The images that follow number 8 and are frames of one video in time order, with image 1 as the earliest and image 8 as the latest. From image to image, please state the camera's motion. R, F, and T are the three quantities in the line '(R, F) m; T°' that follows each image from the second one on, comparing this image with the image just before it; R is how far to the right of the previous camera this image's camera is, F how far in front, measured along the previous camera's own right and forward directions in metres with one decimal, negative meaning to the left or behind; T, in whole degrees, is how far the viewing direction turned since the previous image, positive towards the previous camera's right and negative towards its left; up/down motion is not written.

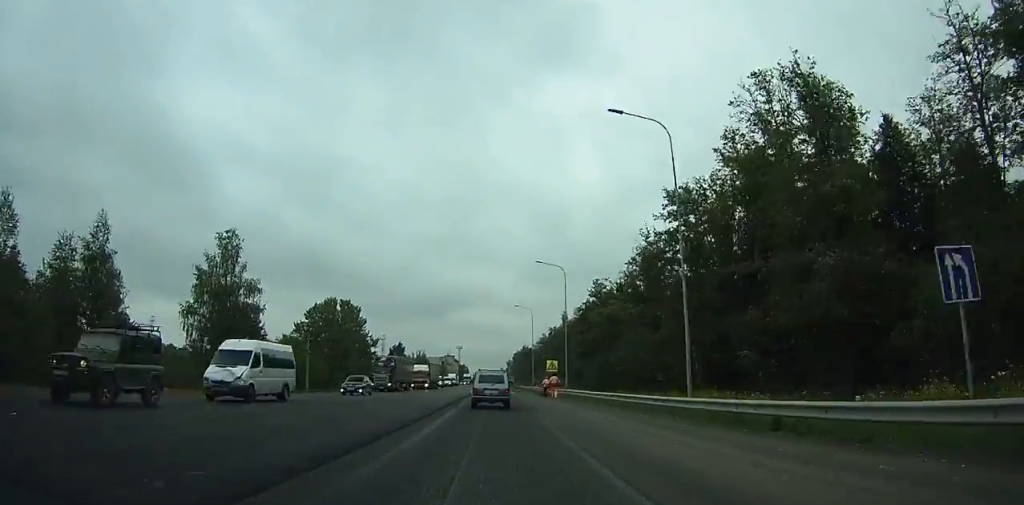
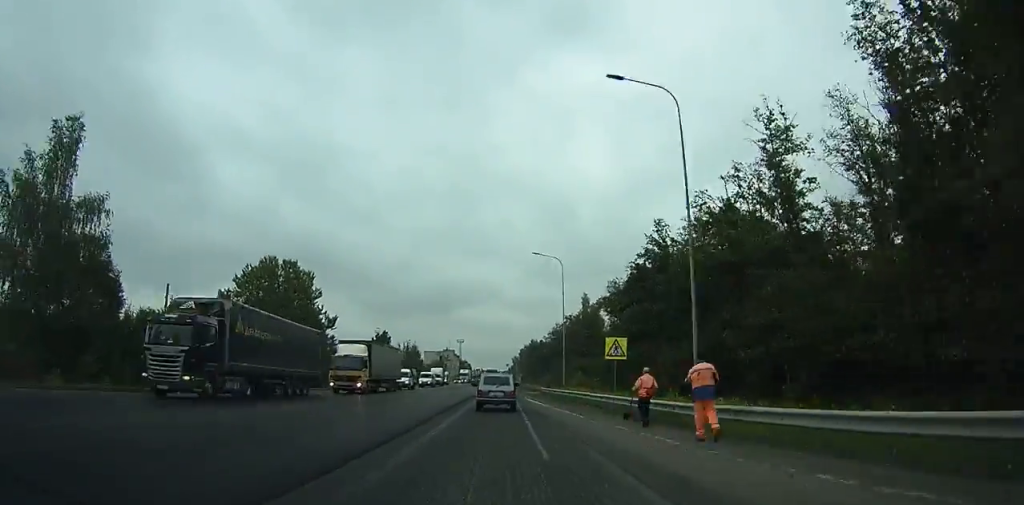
(-0.2, +32.9) m; 0°
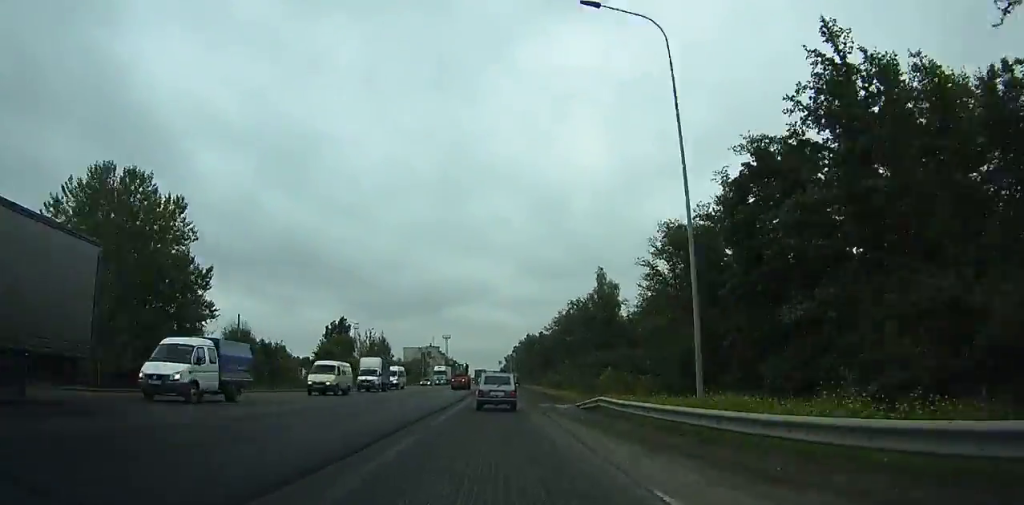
(-0.1, +35.3) m; 0°
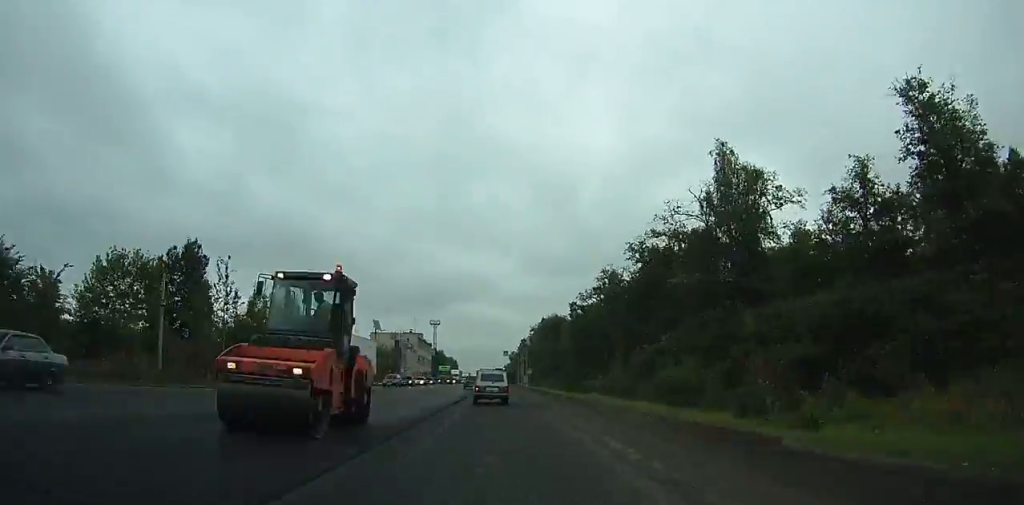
(+0.3, +63.3) m; 0°
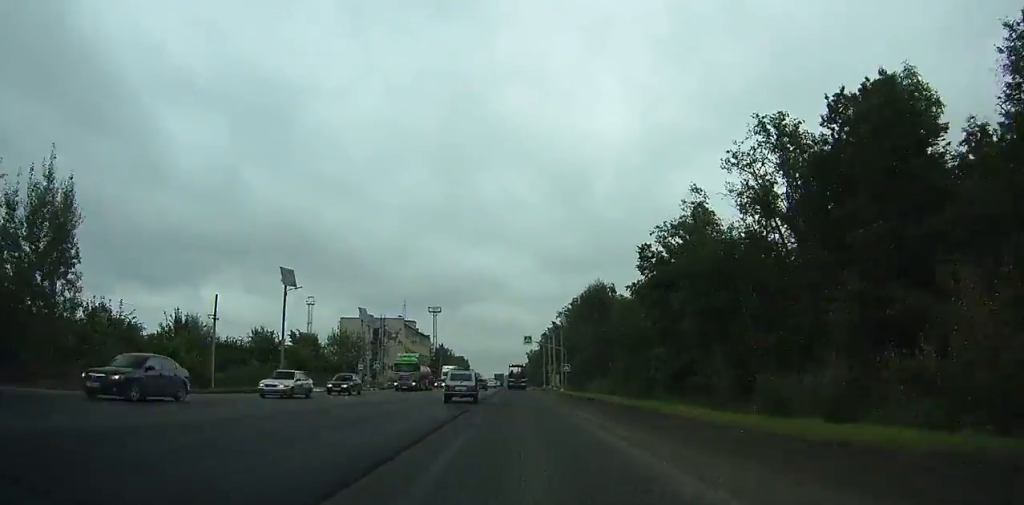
(-0.3, +44.5) m; -2°
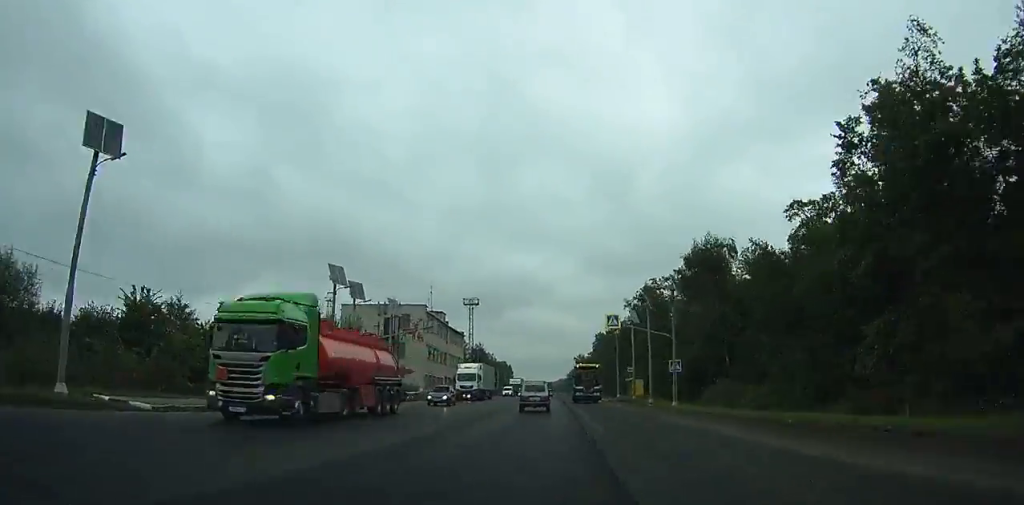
(-1.2, +31.4) m; 0°
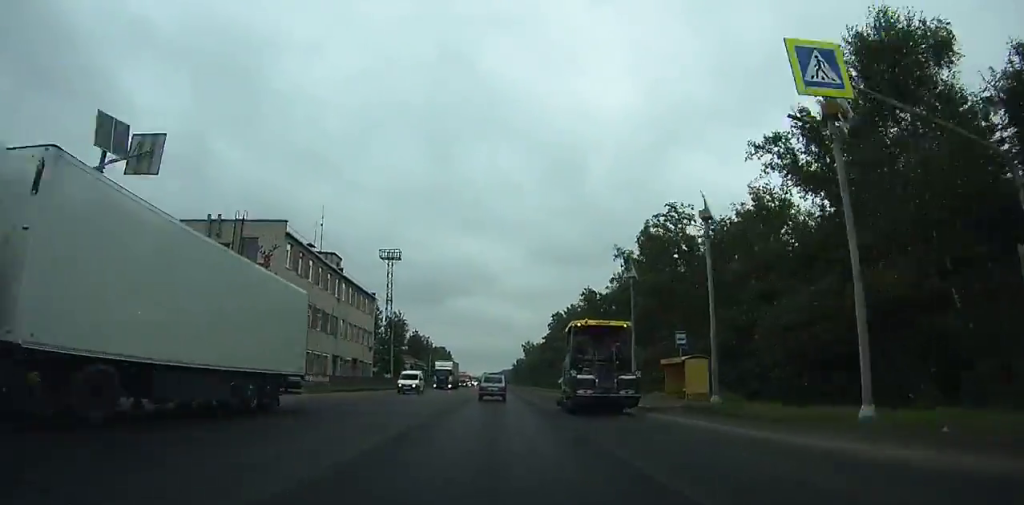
(+0.9, +39.3) m; +2°
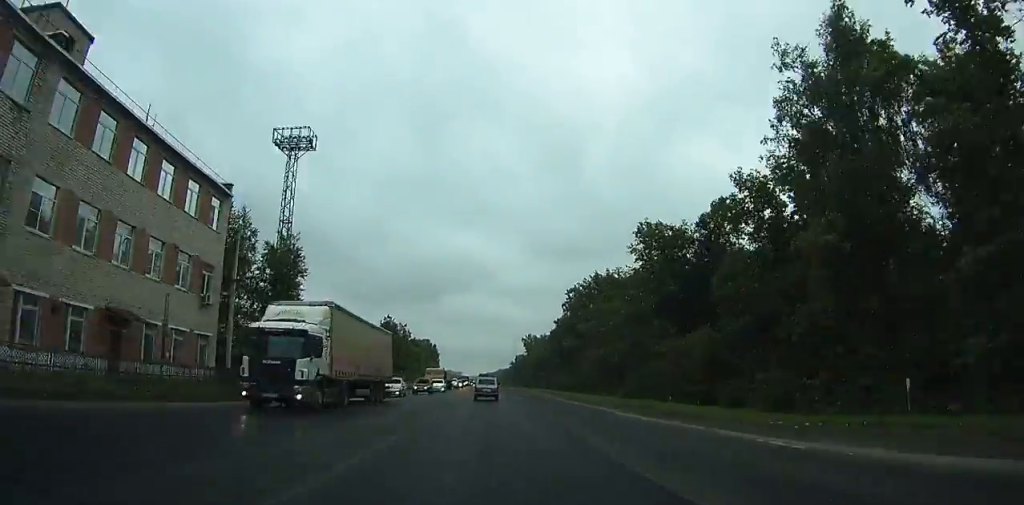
(+0.6, +47.1) m; +1°
